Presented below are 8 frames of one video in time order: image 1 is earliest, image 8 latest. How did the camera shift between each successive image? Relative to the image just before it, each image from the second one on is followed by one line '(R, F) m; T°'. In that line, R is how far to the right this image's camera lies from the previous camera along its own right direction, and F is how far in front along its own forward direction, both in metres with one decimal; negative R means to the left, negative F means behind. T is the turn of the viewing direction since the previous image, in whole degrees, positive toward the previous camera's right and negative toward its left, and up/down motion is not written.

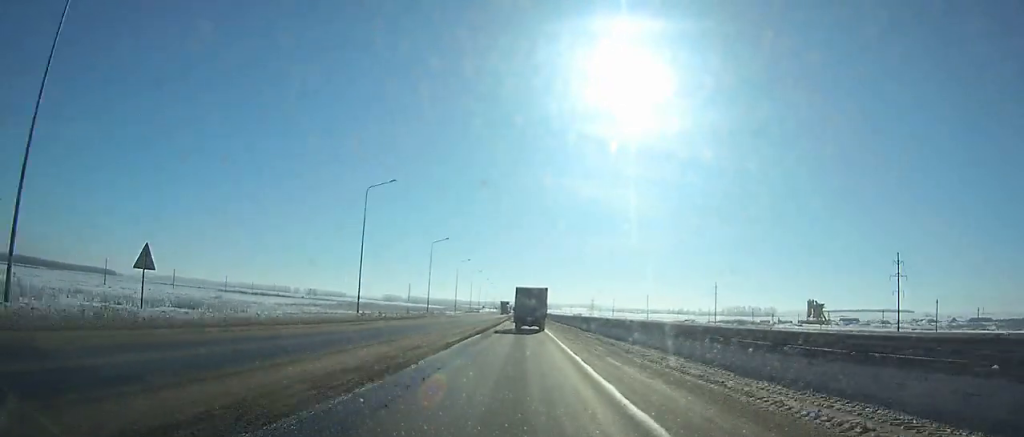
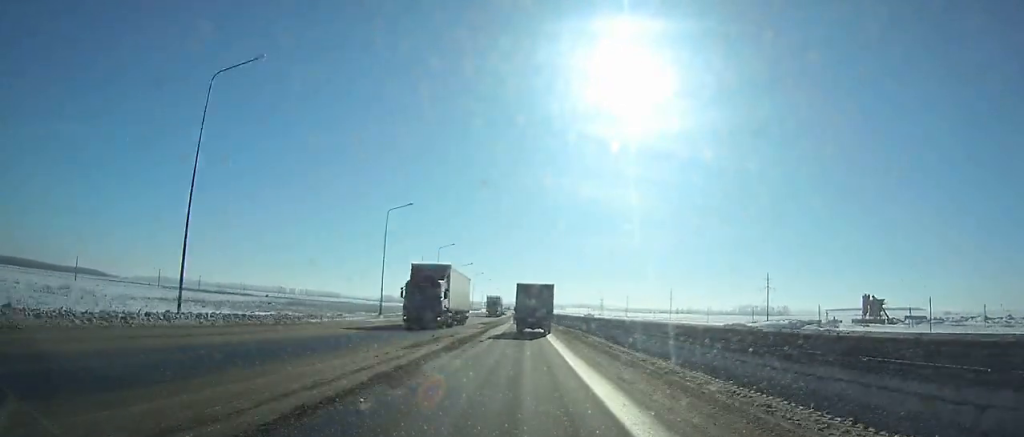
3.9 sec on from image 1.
(0.0, +62.8) m; 0°
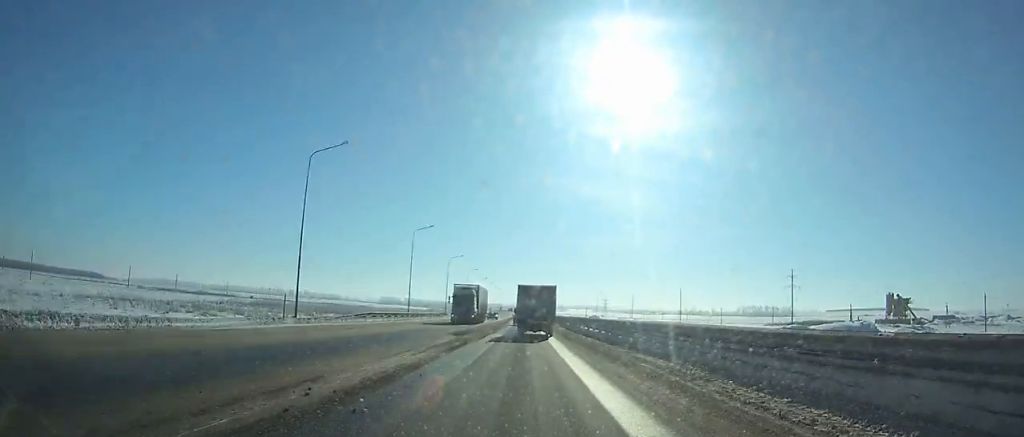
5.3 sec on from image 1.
(0.0, +21.7) m; 0°
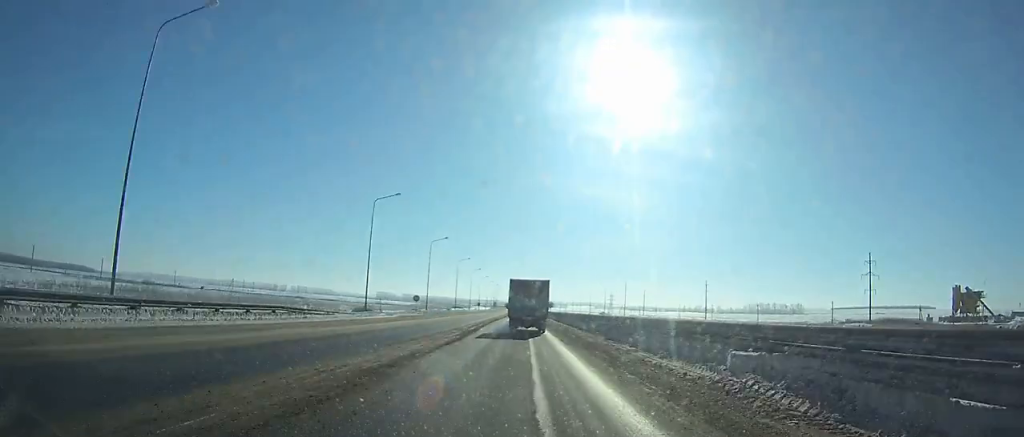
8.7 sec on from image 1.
(0.0, +52.2) m; 0°
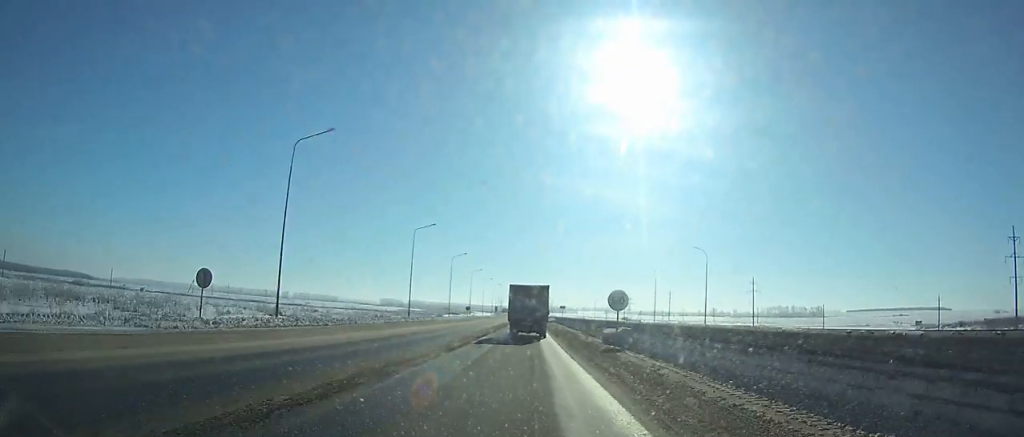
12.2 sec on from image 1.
(-0.1, +54.5) m; 0°
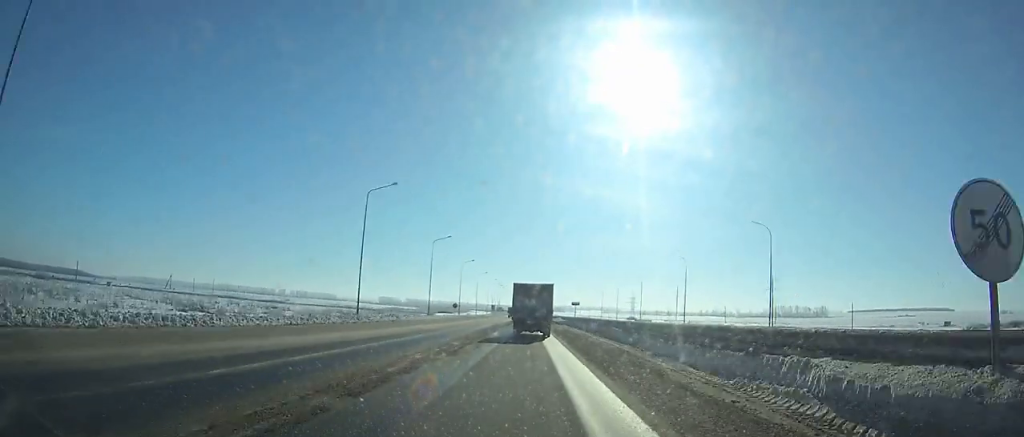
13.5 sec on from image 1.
(-0.1, +20.5) m; 0°
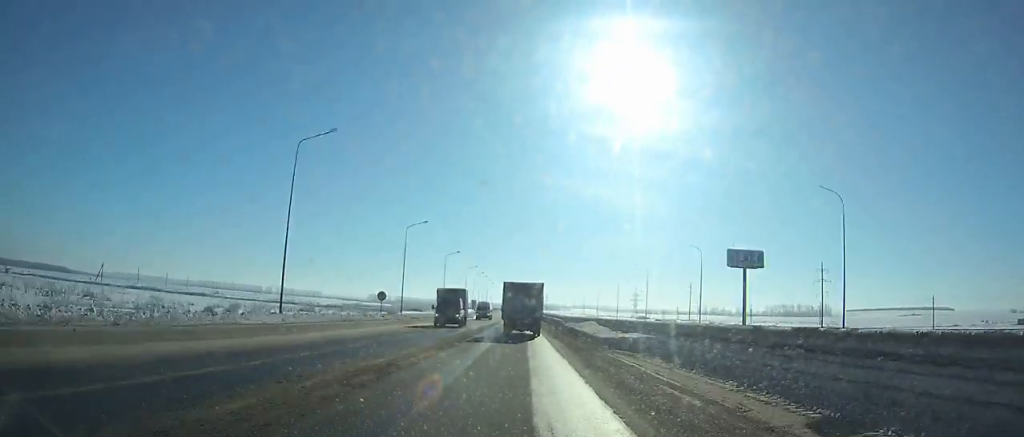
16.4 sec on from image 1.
(+0.1, +46.5) m; 0°
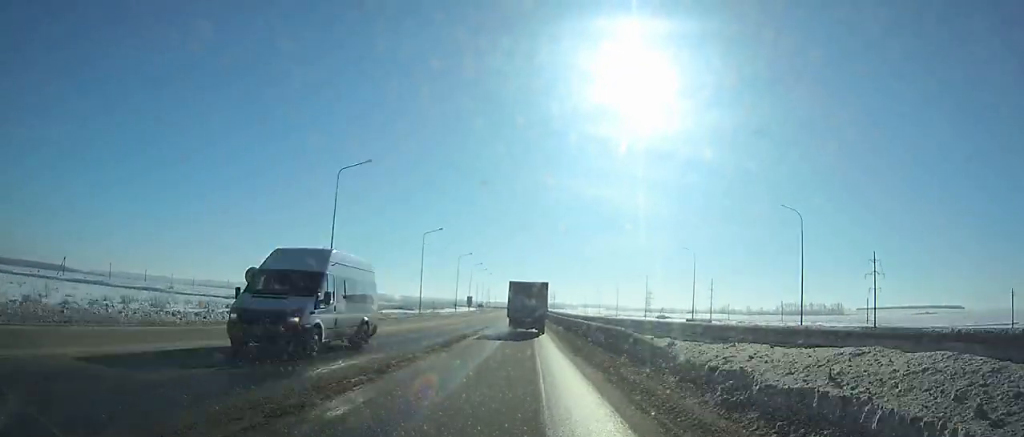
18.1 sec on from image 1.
(0.0, +27.8) m; 0°
